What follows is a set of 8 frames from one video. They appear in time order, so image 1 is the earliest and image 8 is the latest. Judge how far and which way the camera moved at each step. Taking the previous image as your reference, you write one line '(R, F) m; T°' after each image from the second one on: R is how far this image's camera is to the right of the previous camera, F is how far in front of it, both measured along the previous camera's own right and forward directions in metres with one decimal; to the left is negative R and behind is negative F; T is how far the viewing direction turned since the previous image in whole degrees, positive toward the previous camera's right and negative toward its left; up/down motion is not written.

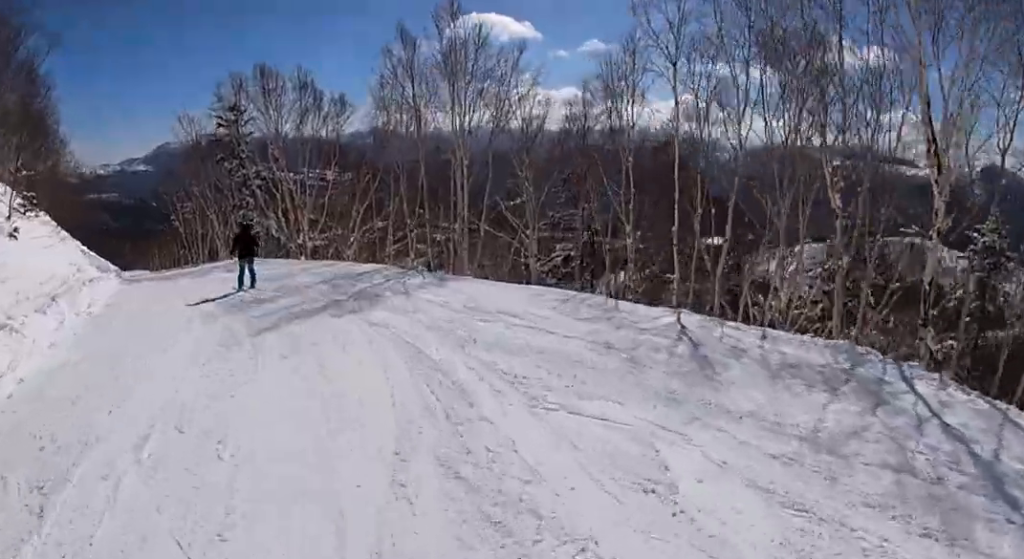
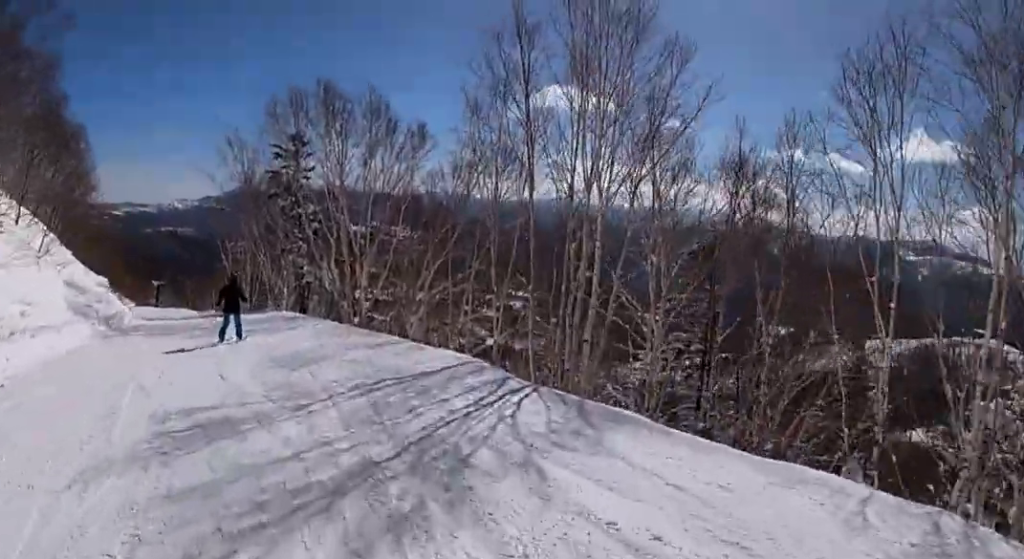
(-0.3, +6.2) m; -7°
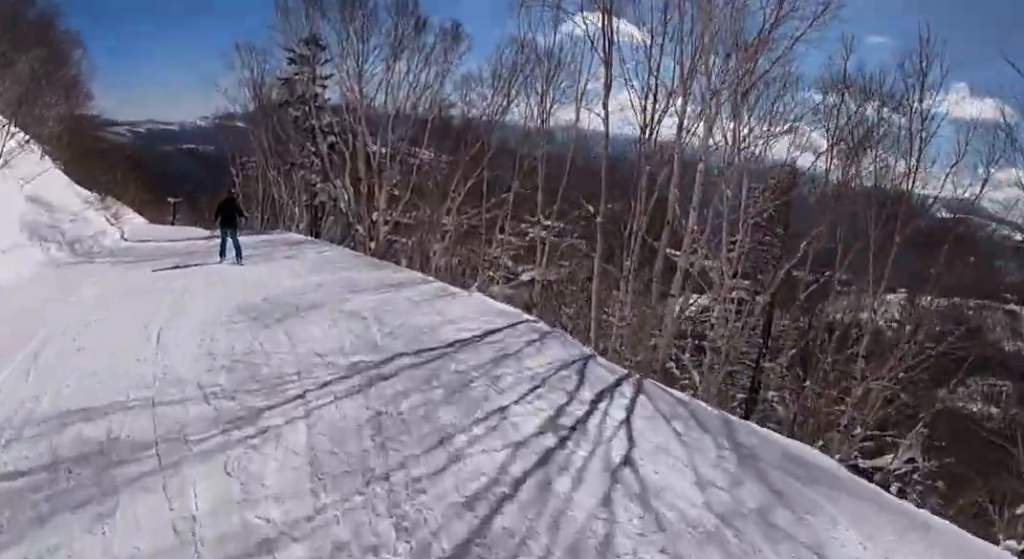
(-0.4, +3.0) m; -6°
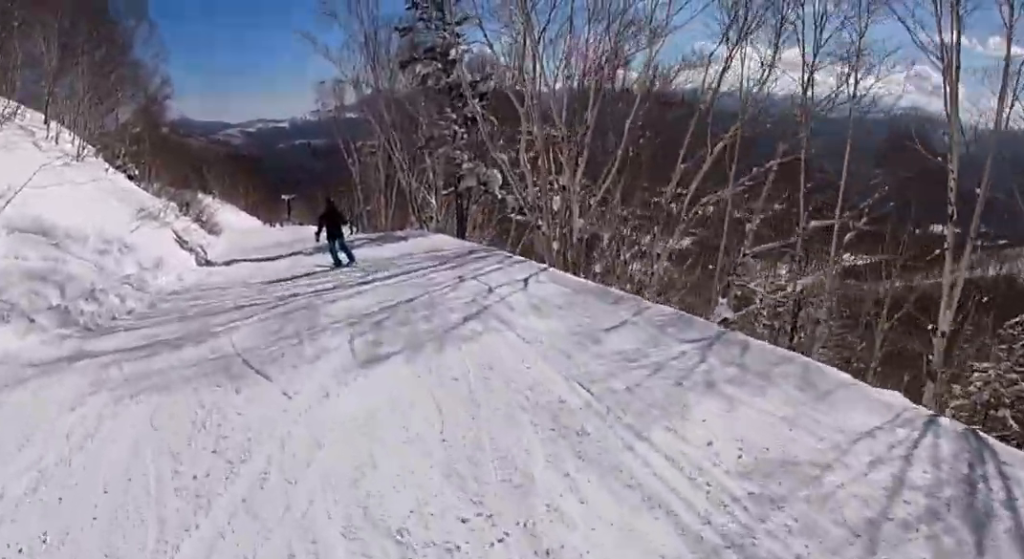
(-0.2, +7.9) m; -2°
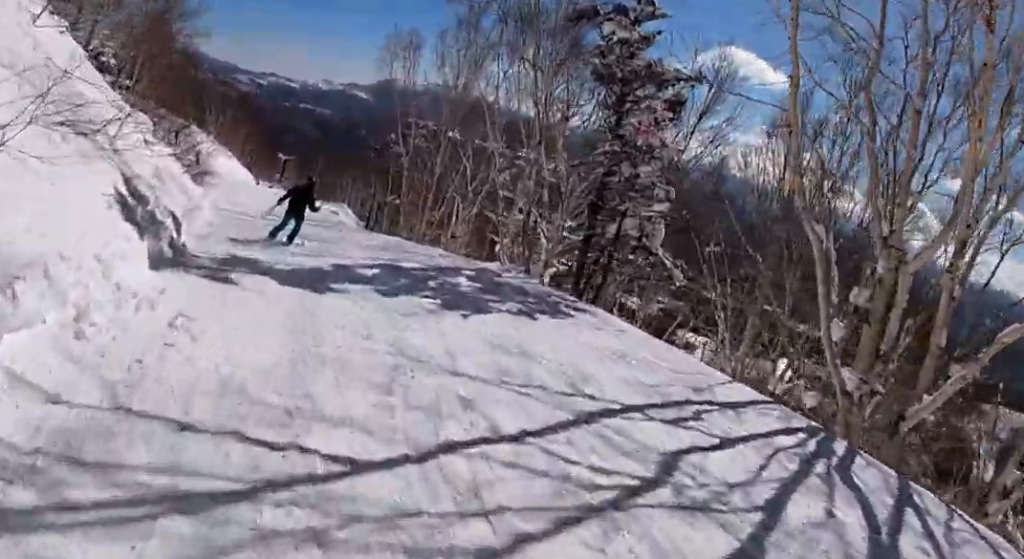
(0.0, +9.7) m; 0°
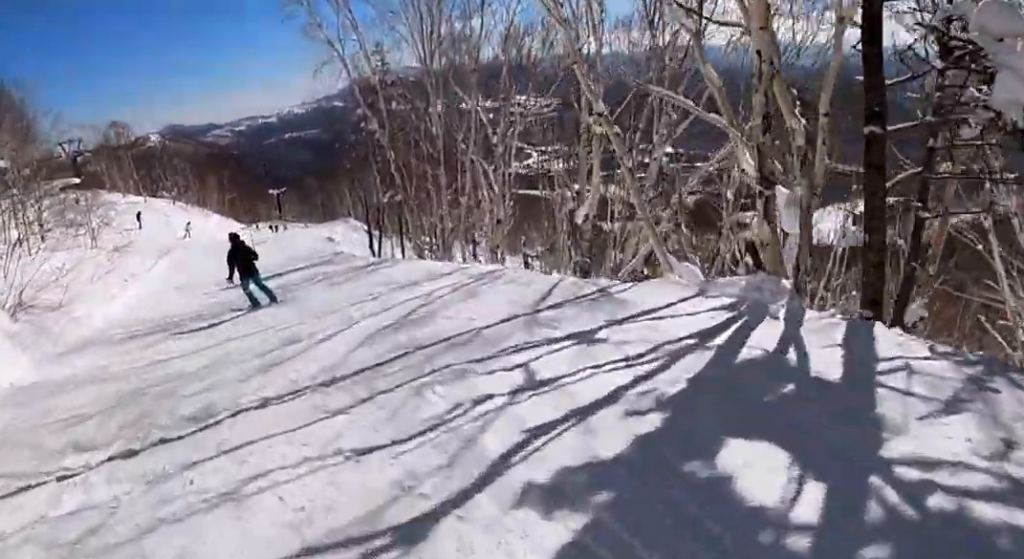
(0.0, +11.0) m; 0°
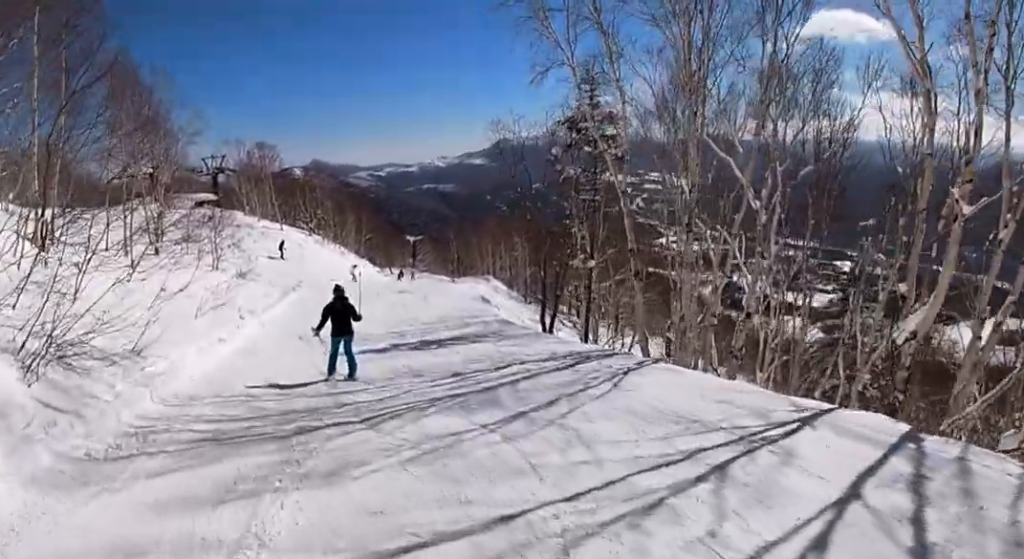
(0.0, +5.6) m; 0°
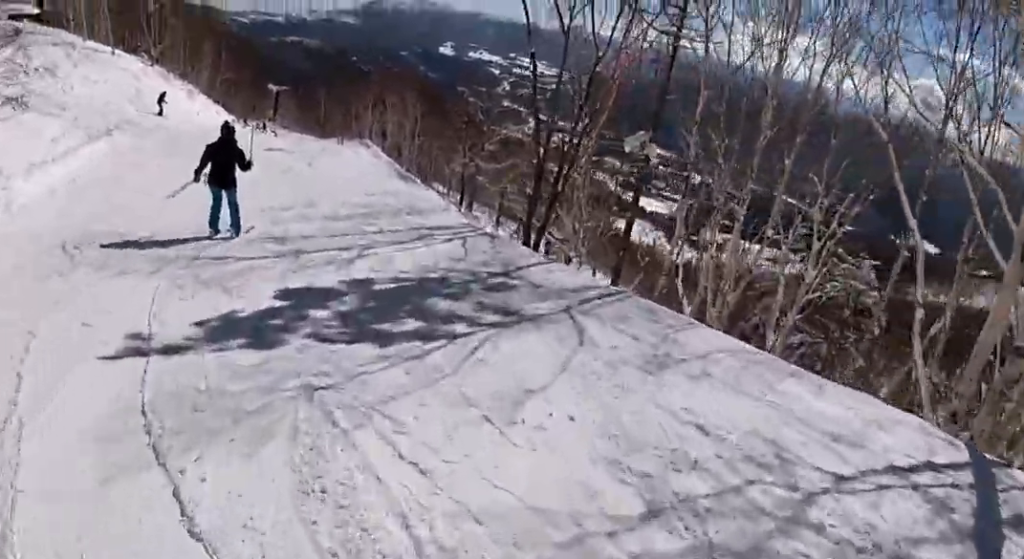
(0.0, +9.8) m; -7°
